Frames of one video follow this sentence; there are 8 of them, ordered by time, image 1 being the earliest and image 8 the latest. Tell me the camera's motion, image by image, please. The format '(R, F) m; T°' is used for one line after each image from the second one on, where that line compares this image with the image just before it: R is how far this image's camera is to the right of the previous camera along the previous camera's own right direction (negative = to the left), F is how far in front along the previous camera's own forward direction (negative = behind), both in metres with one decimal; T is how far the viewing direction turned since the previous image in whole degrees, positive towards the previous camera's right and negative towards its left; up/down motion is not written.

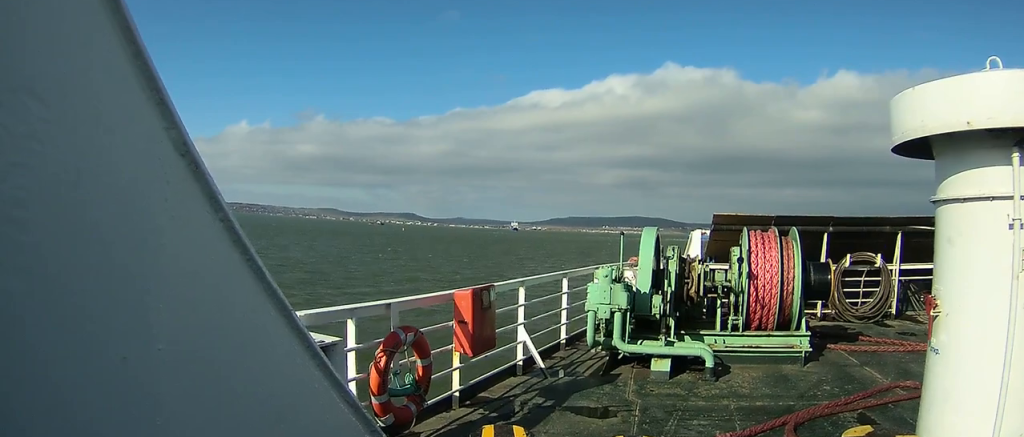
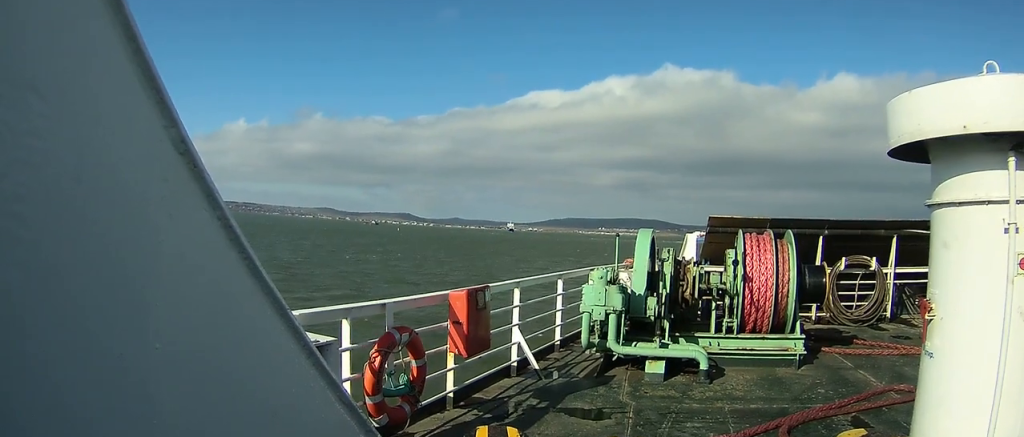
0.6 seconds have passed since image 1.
(0.0, +2.8) m; 0°
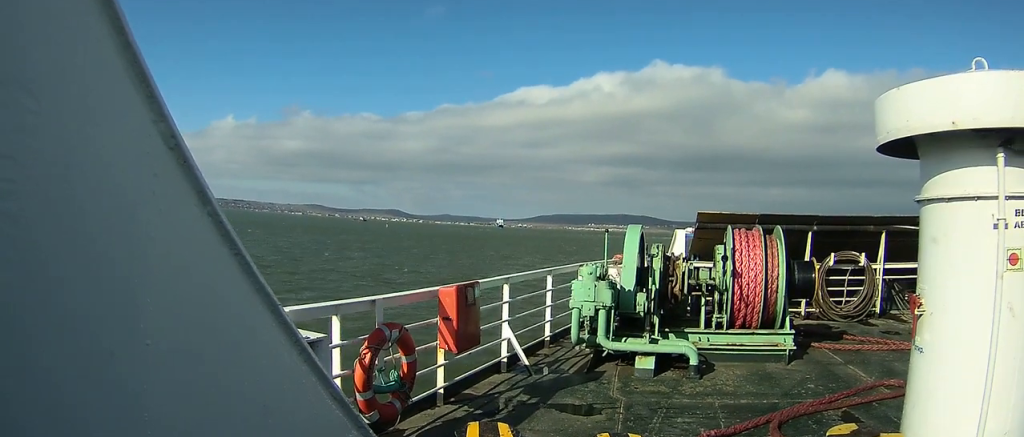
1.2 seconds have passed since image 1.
(0.0, +2.9) m; 0°
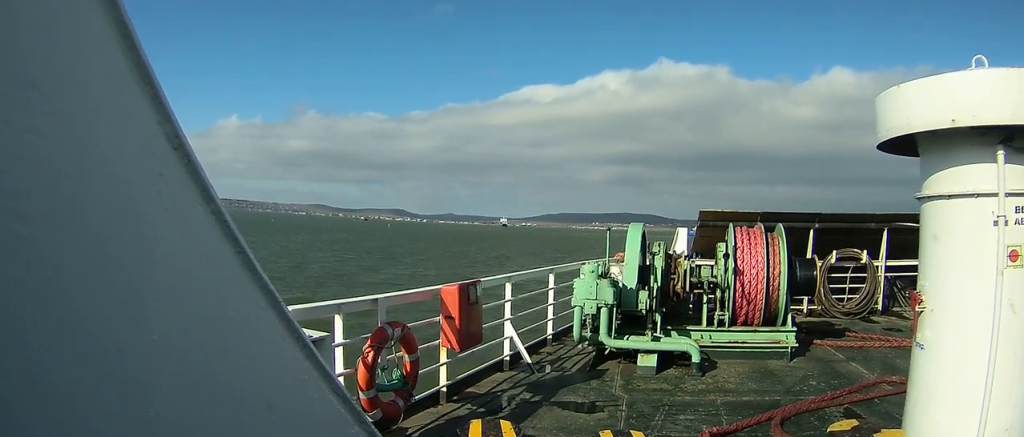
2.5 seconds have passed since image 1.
(0.0, +5.8) m; 0°
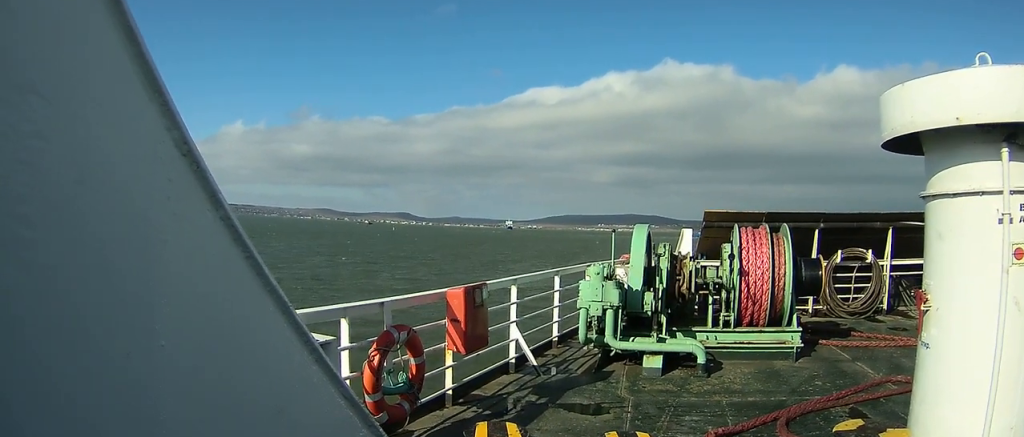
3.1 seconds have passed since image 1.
(0.0, +2.6) m; -1°
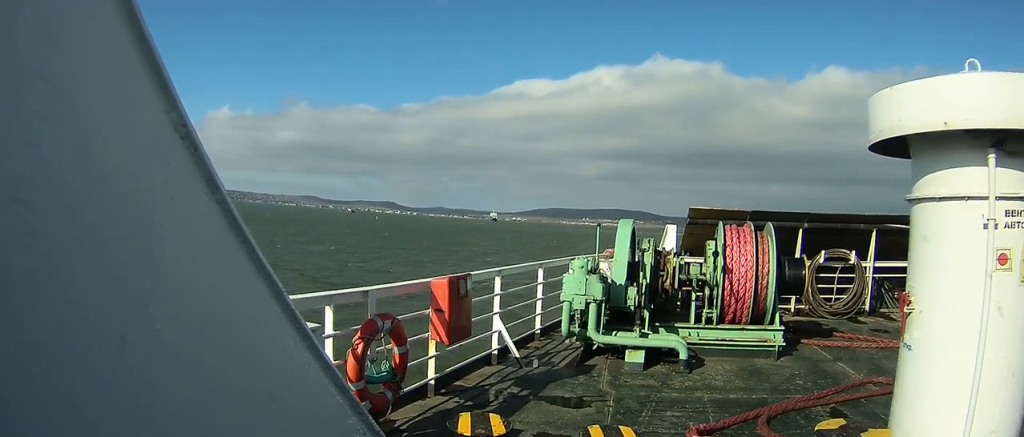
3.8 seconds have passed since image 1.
(0.0, +3.4) m; -2°
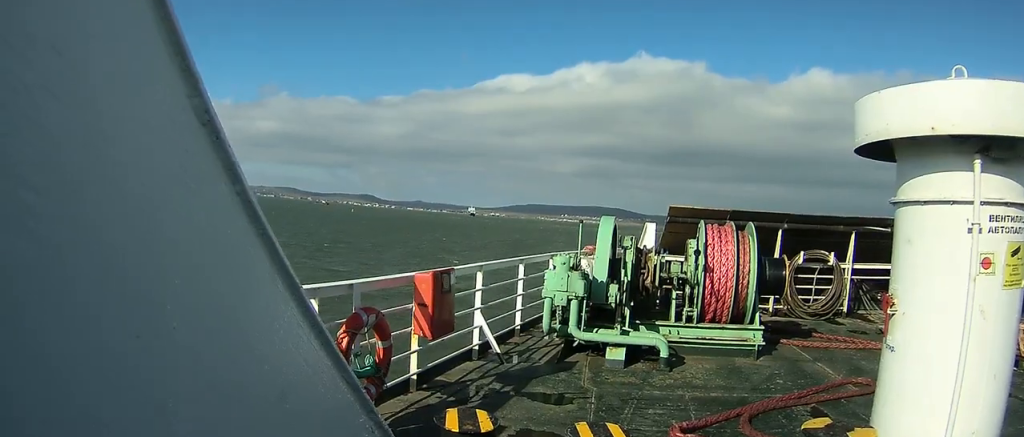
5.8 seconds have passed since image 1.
(-0.4, +8.5) m; -2°
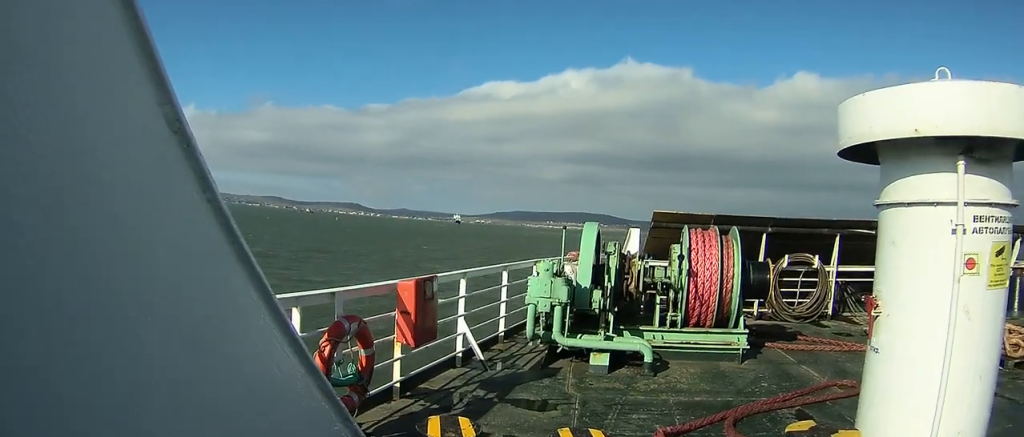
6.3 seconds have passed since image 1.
(0.0, +2.4) m; +1°
